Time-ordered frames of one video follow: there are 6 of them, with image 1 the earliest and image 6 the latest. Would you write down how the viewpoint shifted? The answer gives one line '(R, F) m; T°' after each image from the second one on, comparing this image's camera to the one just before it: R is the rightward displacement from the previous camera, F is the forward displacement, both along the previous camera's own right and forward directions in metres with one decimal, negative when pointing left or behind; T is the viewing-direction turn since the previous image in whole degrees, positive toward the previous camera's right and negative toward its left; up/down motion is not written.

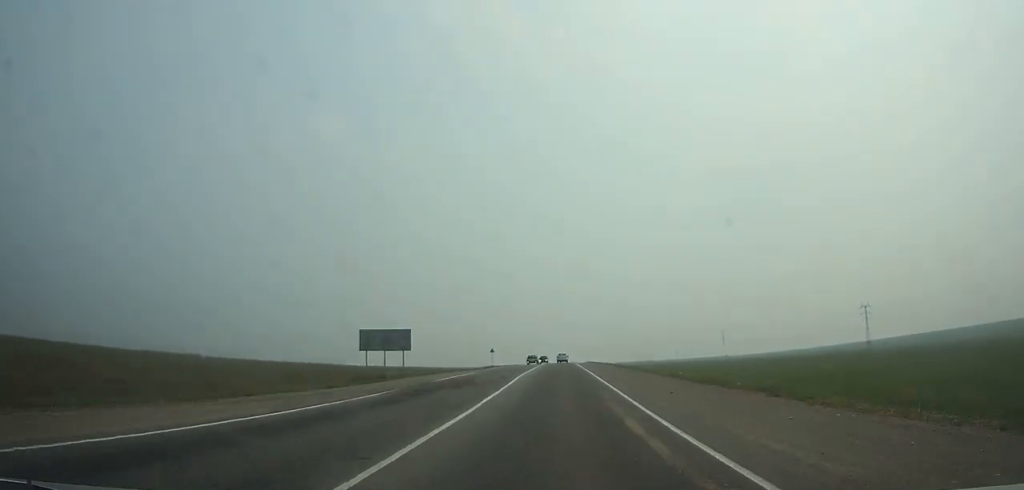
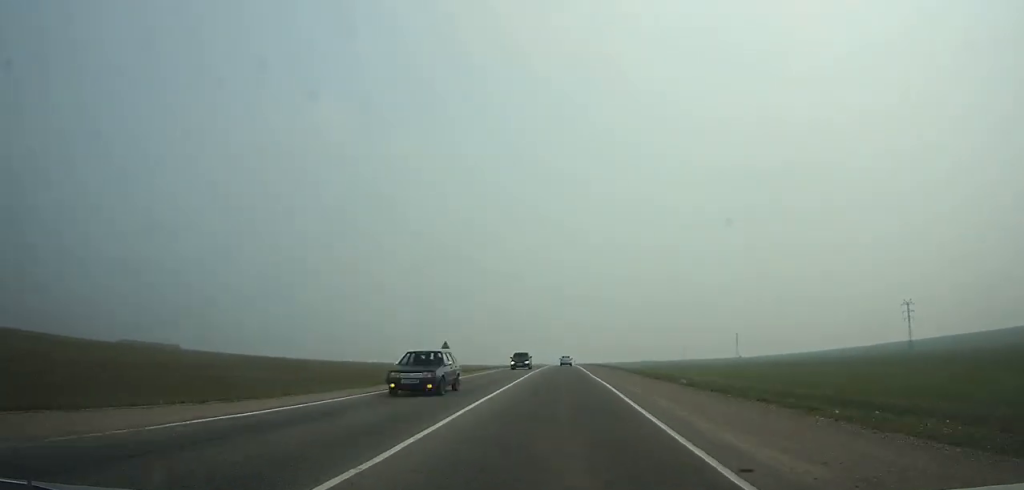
(0.0, +35.5) m; 0°
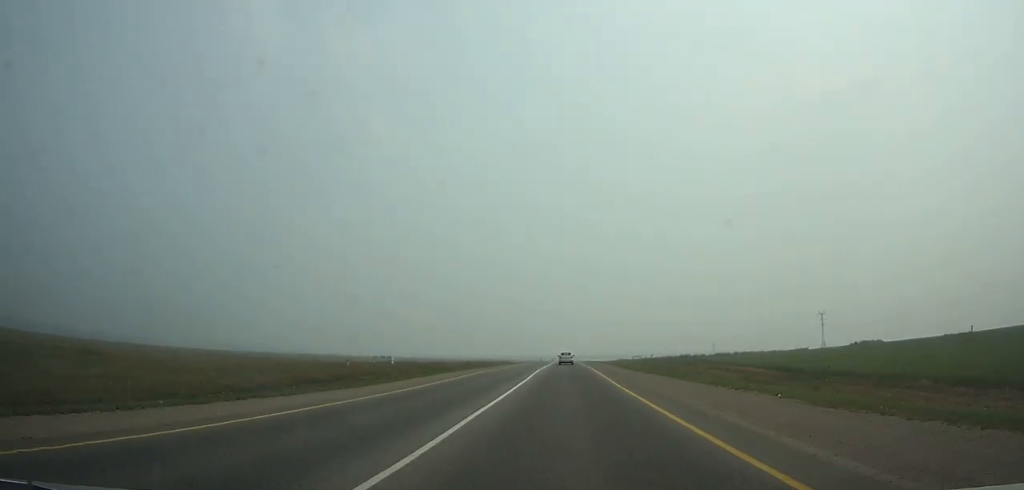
(-0.1, +402.9) m; 0°
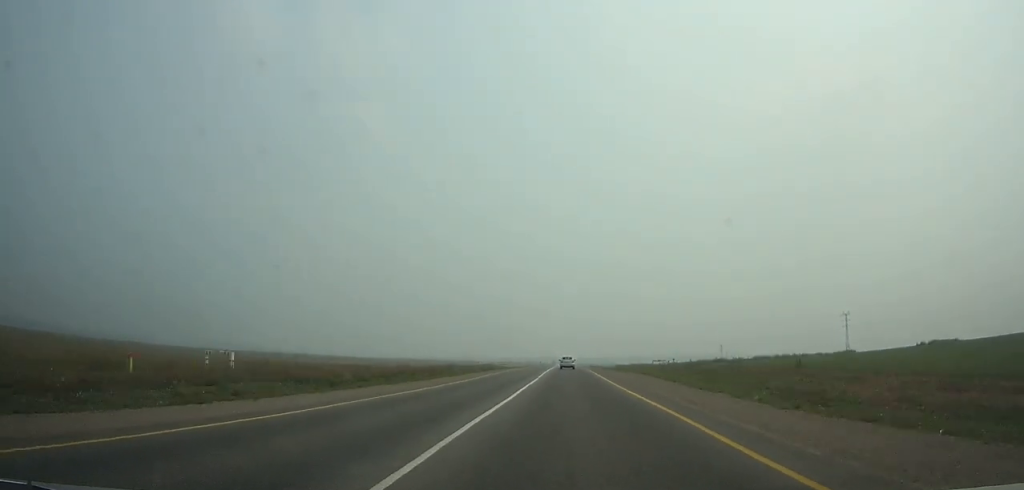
(0.0, +32.0) m; 0°
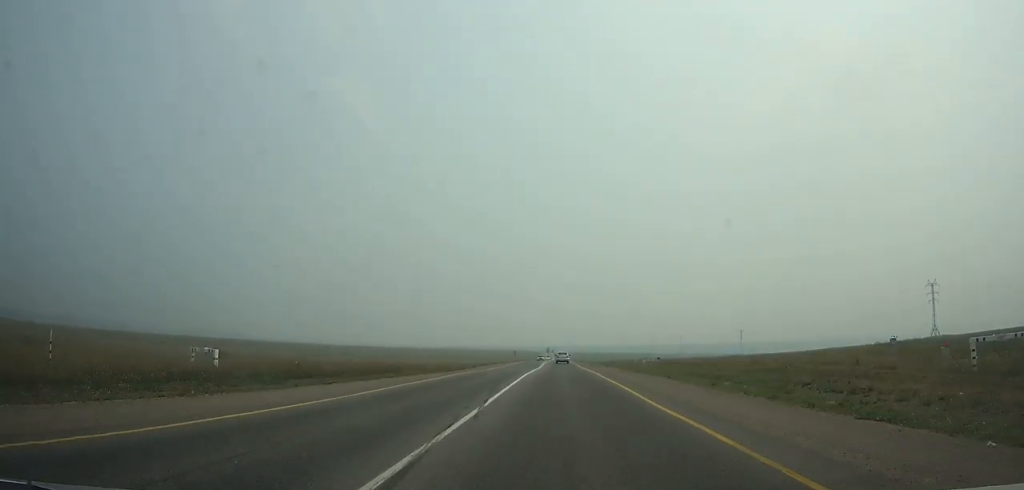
(+0.2, +90.0) m; 0°
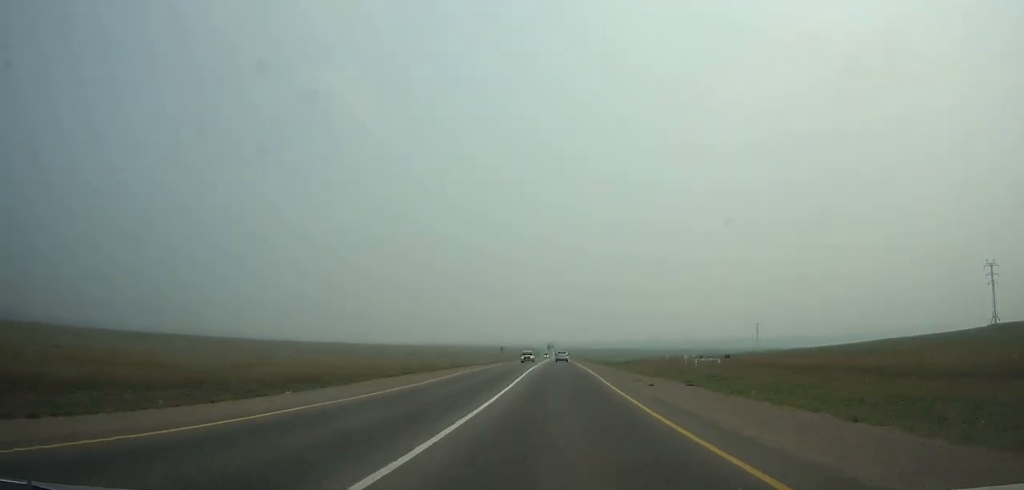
(+0.1, +39.6) m; 0°
